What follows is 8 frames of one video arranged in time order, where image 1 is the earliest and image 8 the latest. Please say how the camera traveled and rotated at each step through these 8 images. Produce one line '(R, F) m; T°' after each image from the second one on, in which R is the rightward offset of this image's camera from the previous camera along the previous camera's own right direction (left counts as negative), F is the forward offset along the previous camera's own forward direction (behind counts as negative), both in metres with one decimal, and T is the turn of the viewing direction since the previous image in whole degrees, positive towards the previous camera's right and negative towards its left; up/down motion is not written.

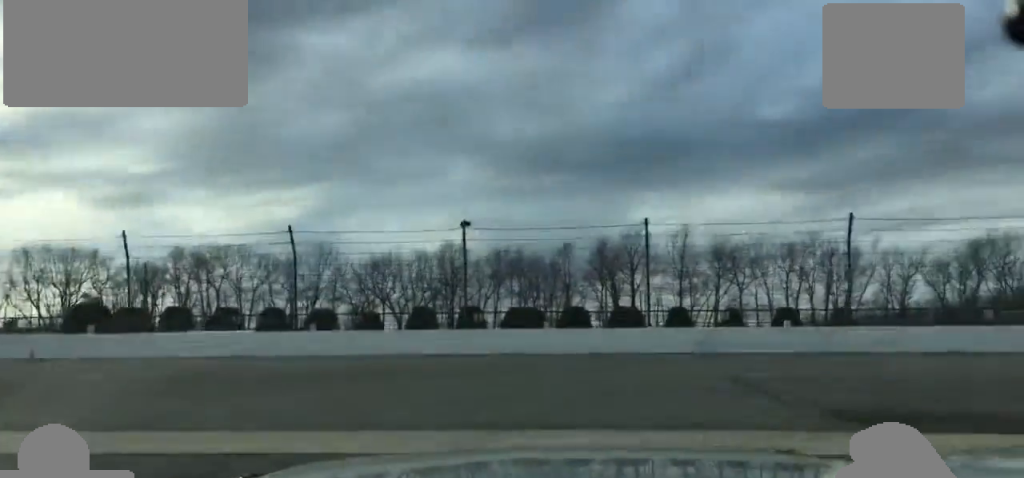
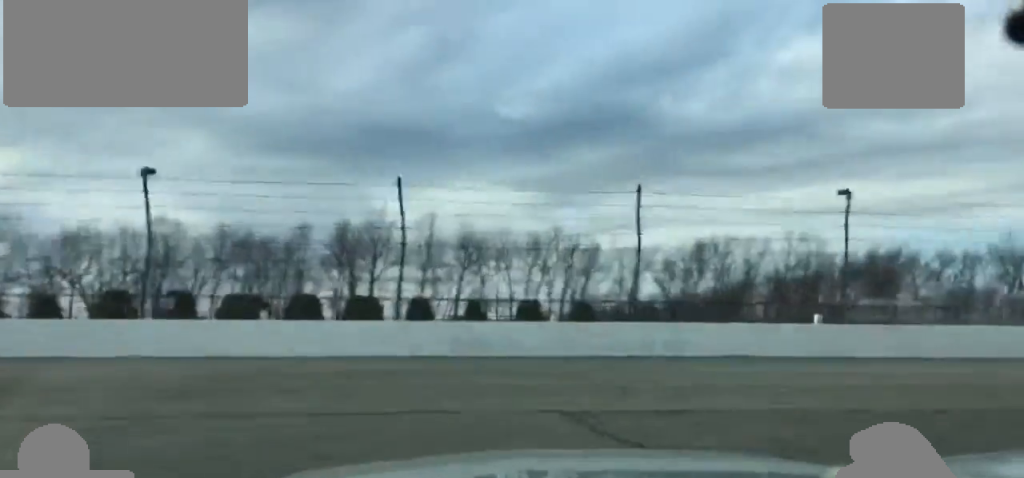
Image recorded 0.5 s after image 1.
(+0.6, +8.9) m; +12°
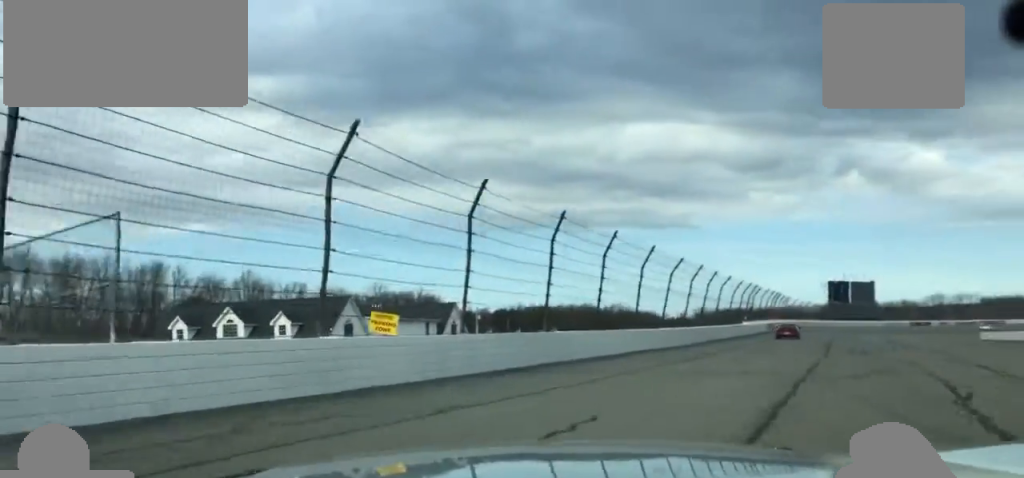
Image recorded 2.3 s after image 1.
(+10.0, +27.5) m; +54°
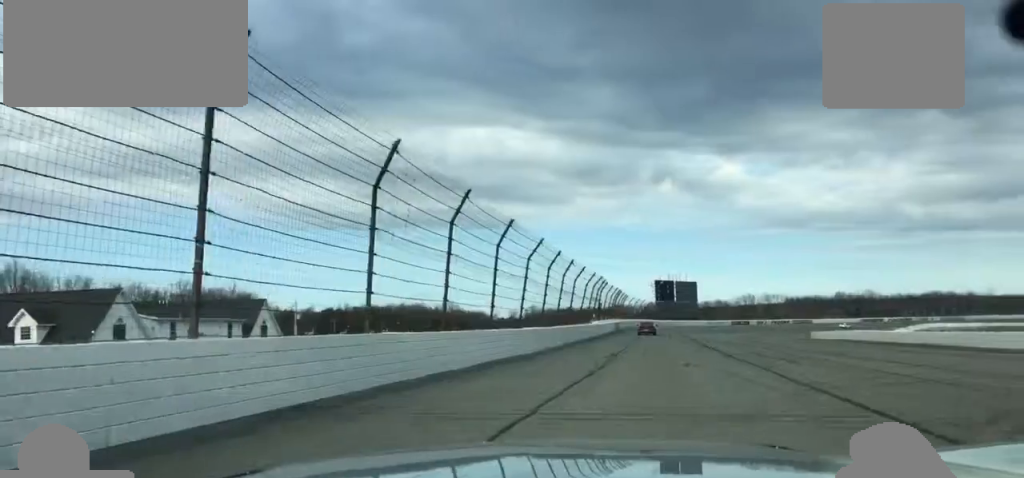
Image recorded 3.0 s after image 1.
(+3.6, +11.7) m; +22°
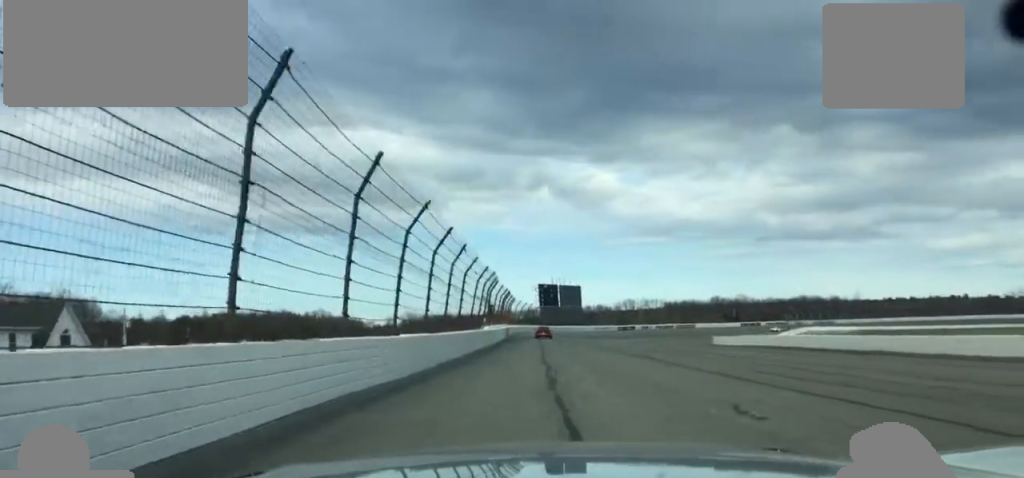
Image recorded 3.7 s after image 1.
(+4.1, +15.5) m; +14°
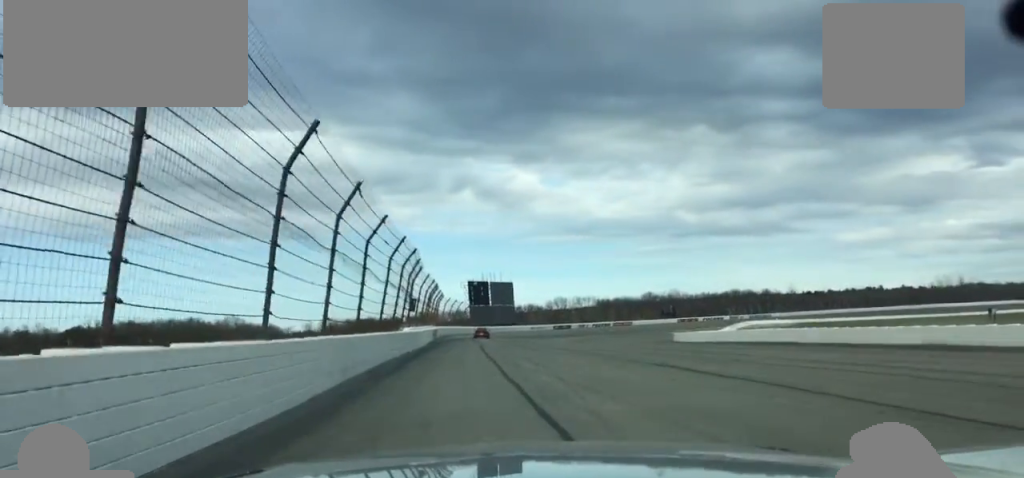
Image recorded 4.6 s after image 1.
(-0.5, +21.0) m; -1°
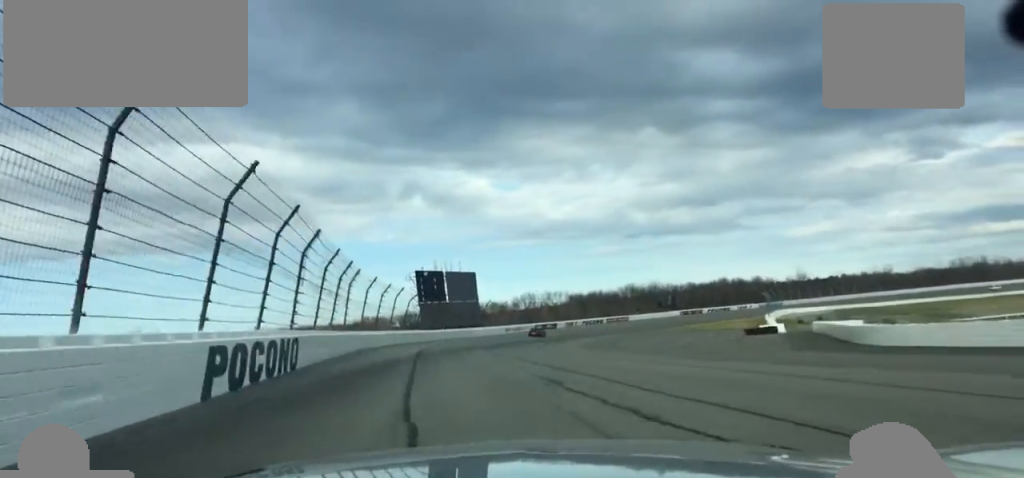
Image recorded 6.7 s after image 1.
(+2.3, +59.6) m; +3°
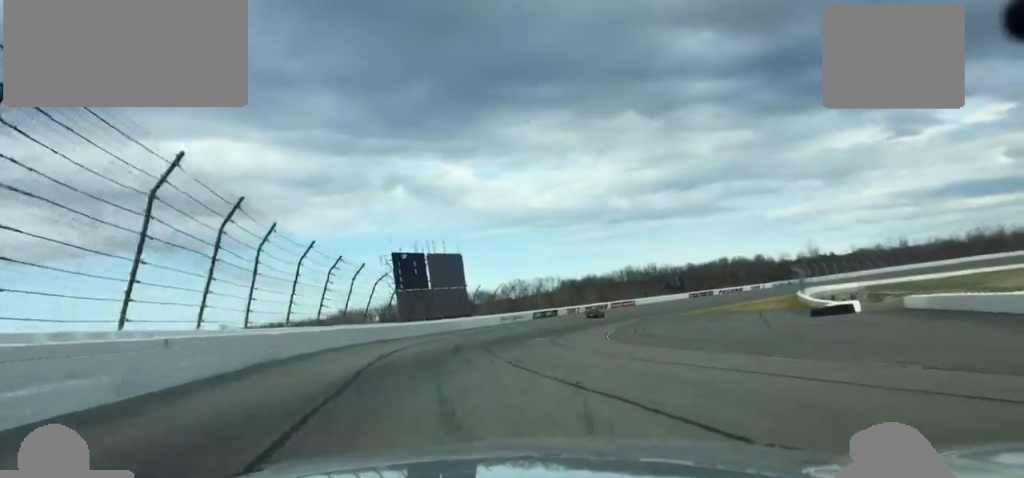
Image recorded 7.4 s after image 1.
(-0.1, +24.5) m; +1°
